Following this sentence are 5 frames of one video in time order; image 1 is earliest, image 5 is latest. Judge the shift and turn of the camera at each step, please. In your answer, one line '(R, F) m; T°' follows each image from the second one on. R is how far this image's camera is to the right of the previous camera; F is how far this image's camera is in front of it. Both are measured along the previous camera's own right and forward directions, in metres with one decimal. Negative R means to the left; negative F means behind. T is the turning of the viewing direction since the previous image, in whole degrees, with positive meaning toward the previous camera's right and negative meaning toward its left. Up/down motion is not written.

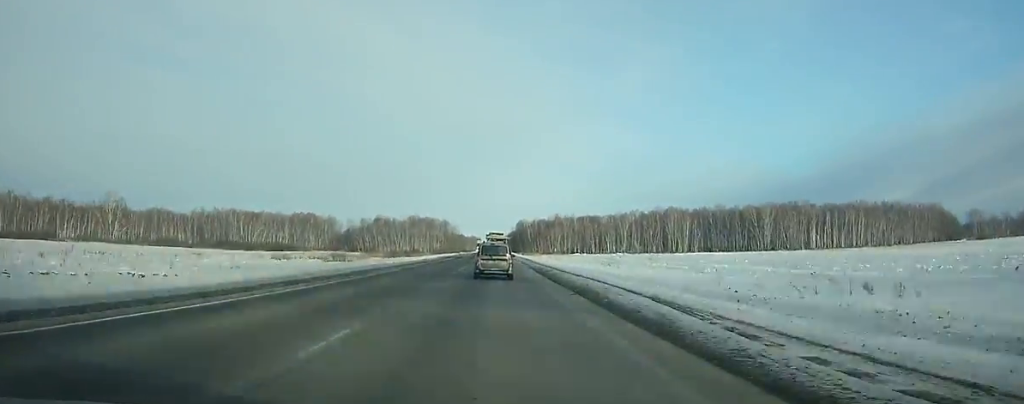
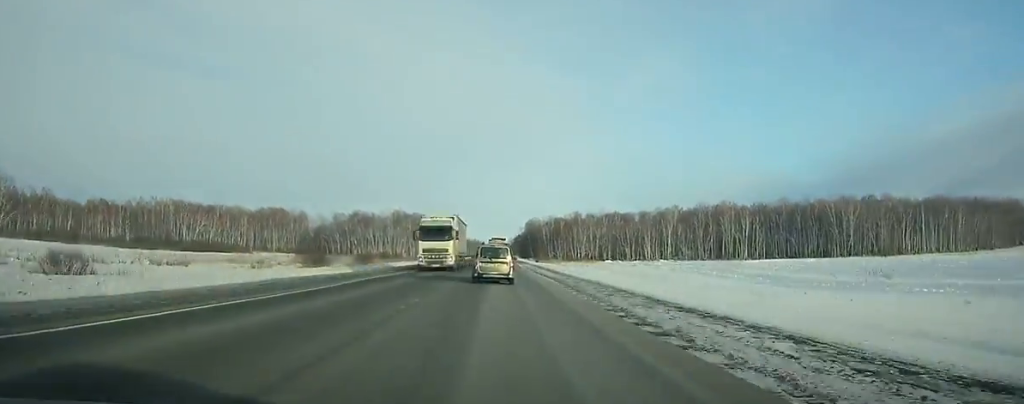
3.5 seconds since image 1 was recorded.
(-0.6, +77.7) m; -1°
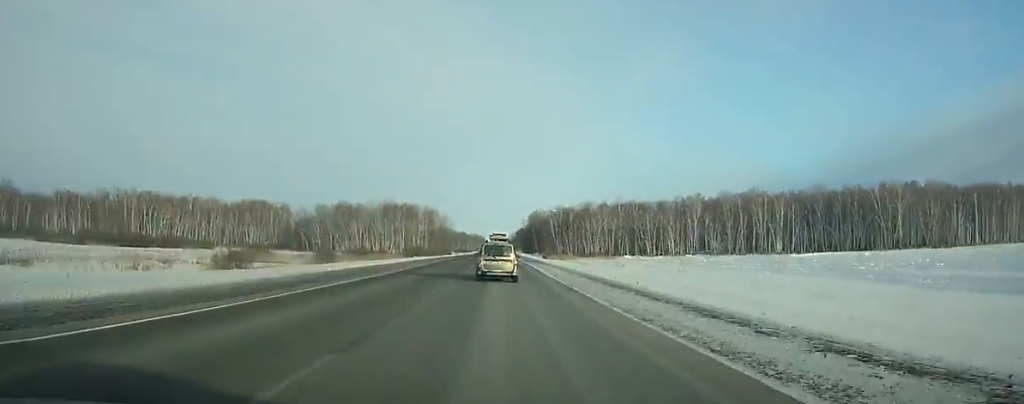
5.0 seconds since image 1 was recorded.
(+0.1, +33.8) m; 0°
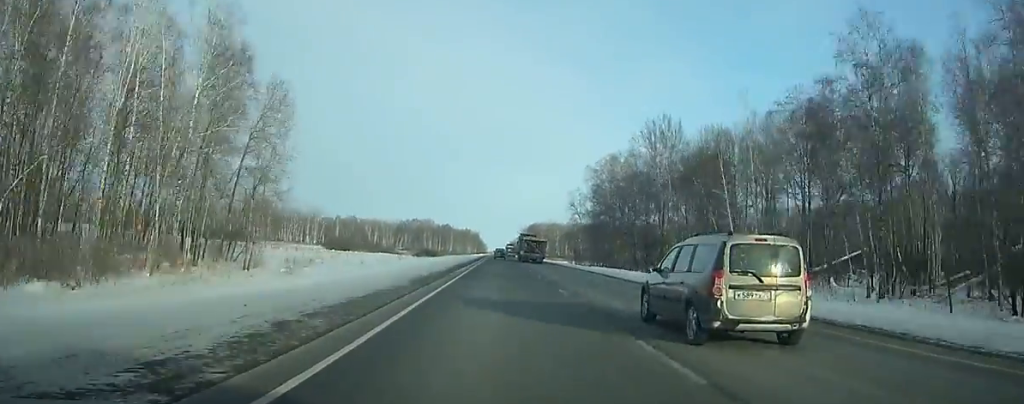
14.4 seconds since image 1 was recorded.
(-0.9, +241.8) m; +1°
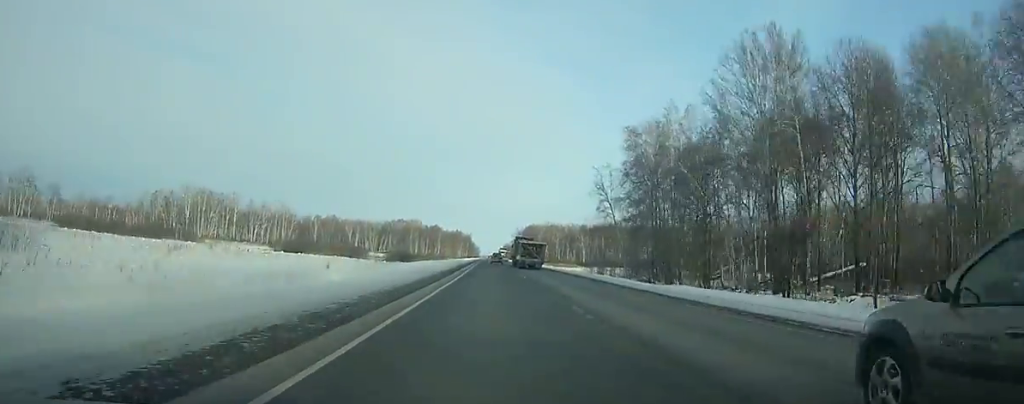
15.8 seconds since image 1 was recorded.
(+0.3, +39.7) m; +1°
